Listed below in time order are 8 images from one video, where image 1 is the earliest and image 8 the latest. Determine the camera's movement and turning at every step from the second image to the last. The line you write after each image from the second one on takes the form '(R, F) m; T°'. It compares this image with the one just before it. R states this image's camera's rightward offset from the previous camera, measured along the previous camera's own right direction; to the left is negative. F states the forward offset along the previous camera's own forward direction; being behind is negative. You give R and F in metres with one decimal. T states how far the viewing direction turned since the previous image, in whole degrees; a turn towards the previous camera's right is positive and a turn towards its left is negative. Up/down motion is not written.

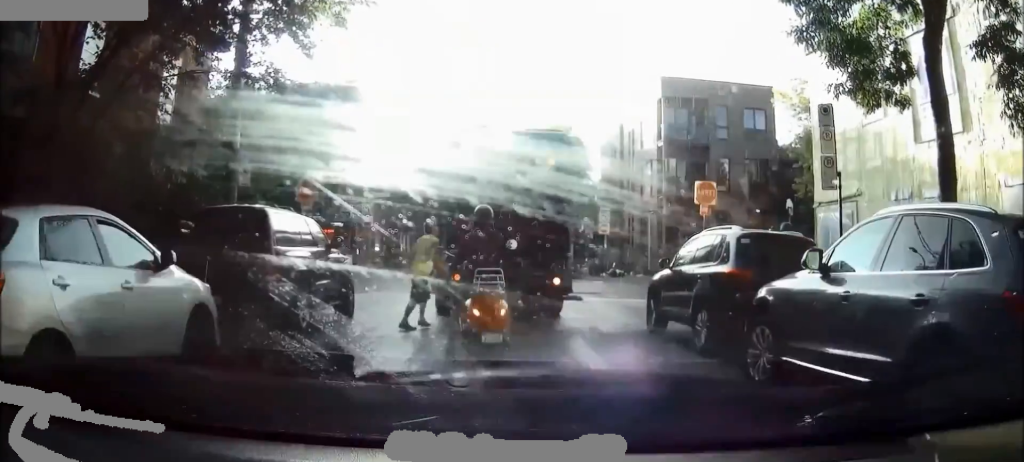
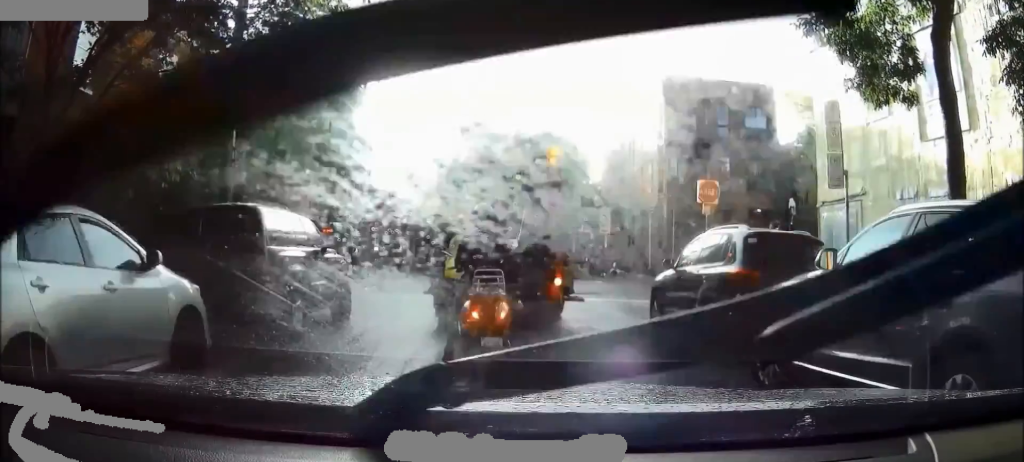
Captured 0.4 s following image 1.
(0.0, +0.3) m; 0°
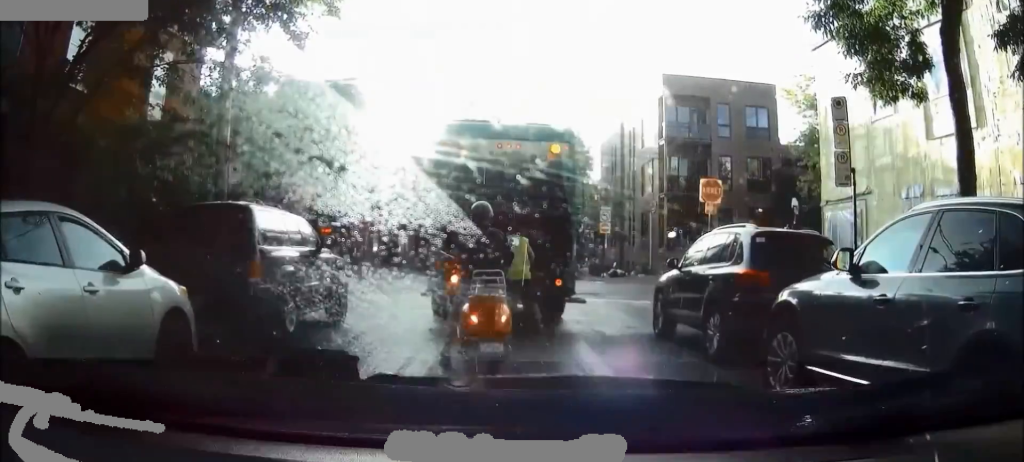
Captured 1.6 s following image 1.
(0.0, +0.5) m; 0°
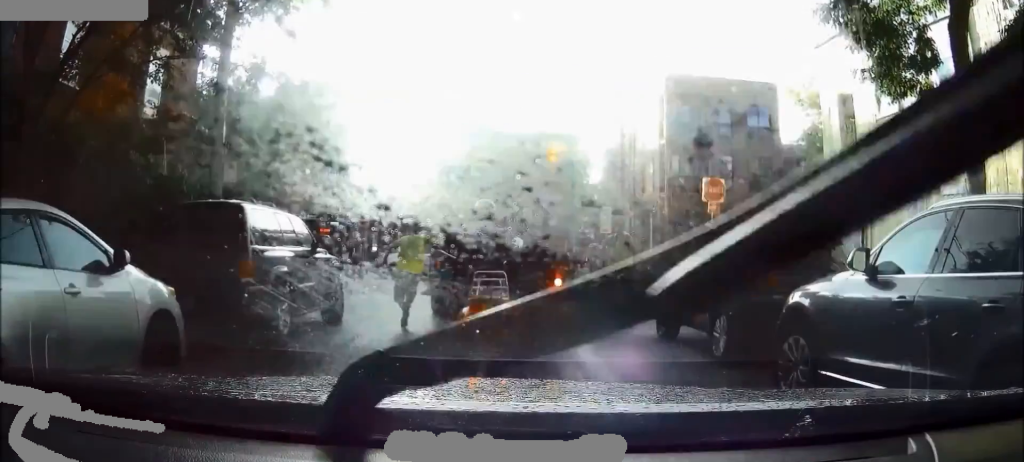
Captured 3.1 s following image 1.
(0.0, +0.3) m; 0°
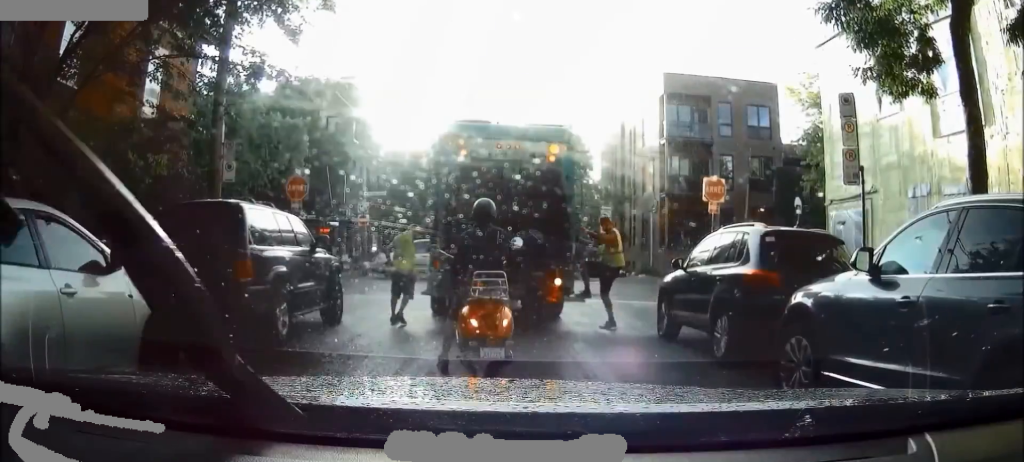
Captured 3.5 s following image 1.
(0.0, +0.1) m; 0°
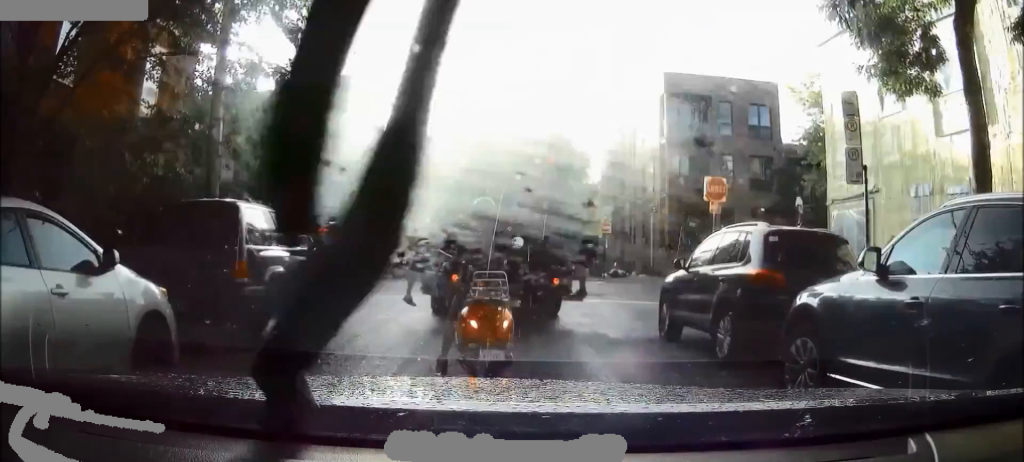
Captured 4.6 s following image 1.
(0.0, +0.3) m; 0°
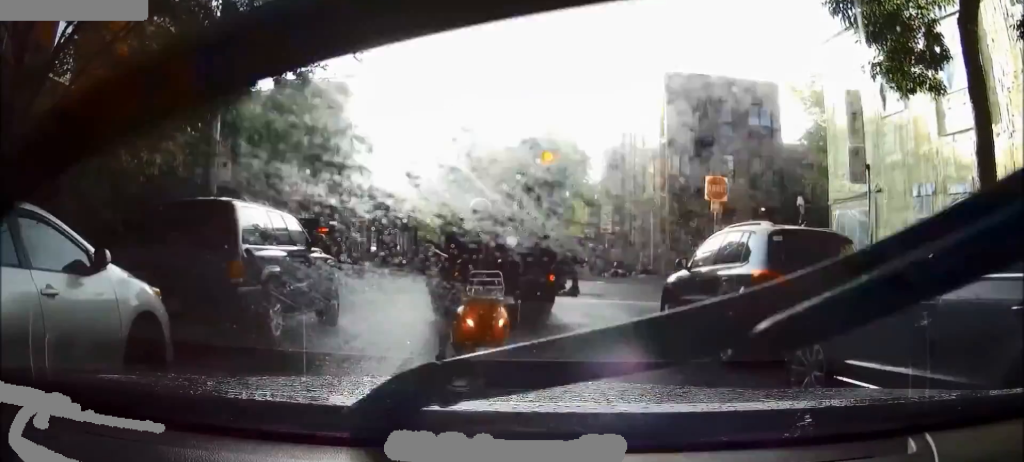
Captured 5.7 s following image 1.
(0.0, +0.6) m; 0°
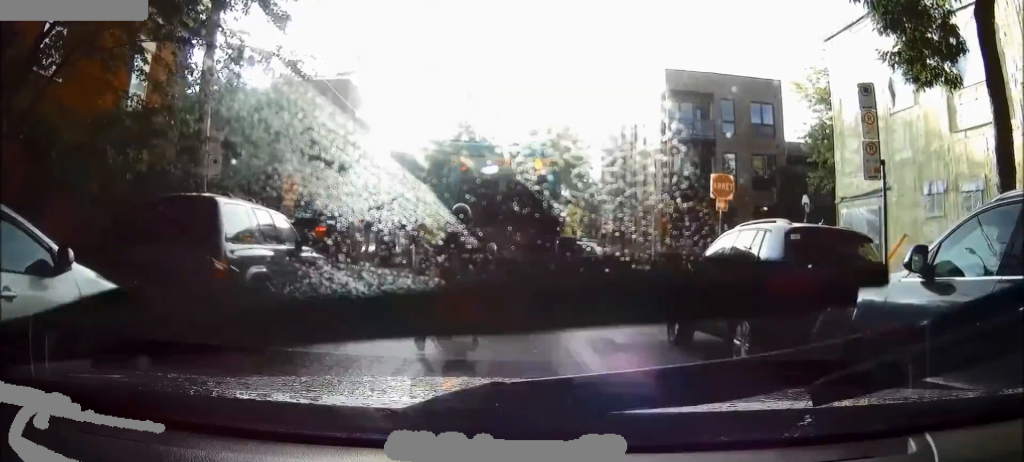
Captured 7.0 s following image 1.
(0.0, +1.2) m; +1°
